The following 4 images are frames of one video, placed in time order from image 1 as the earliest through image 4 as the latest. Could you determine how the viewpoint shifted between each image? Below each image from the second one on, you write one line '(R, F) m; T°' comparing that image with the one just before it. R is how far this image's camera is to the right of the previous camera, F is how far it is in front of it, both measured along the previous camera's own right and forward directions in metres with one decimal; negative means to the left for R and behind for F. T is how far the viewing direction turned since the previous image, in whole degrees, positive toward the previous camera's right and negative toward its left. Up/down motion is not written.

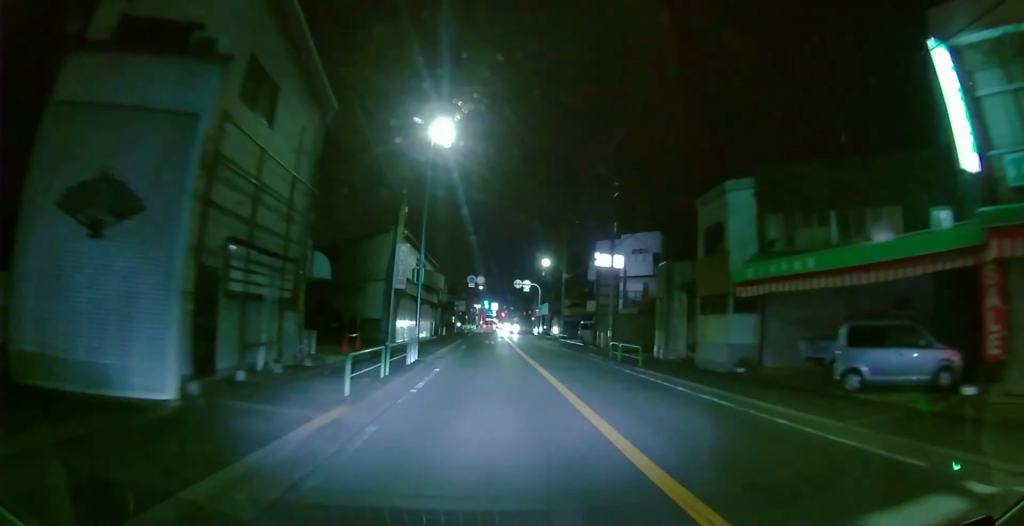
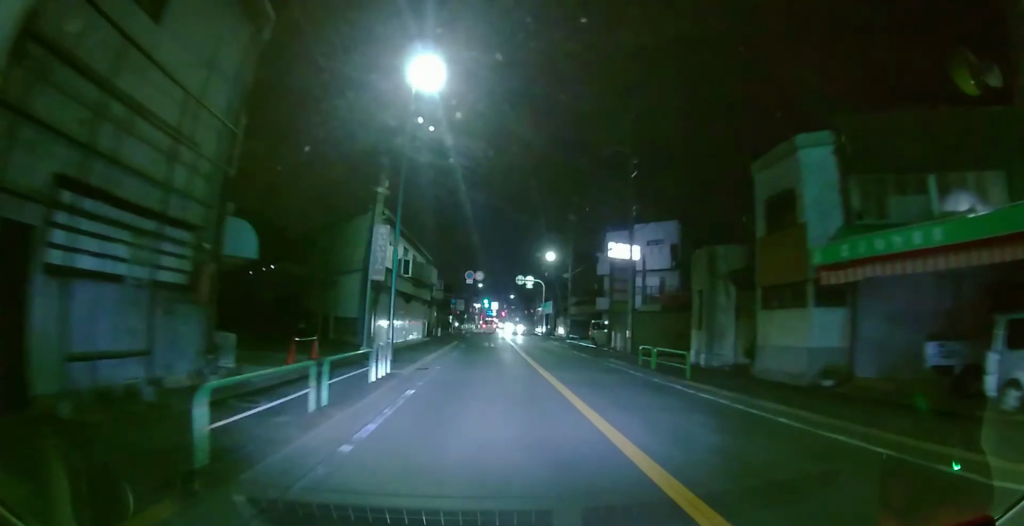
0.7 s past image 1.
(0.0, +4.7) m; 0°
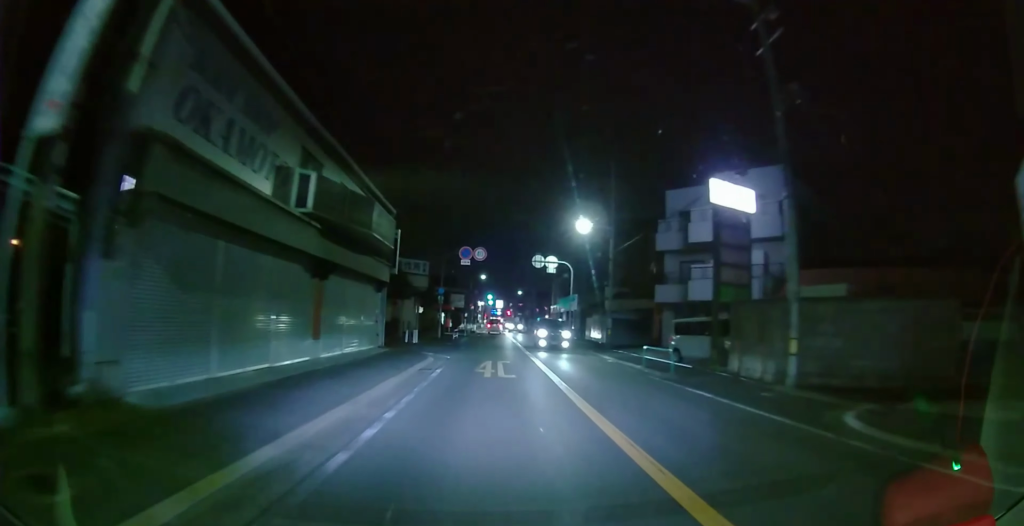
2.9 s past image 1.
(+0.1, +16.5) m; +1°
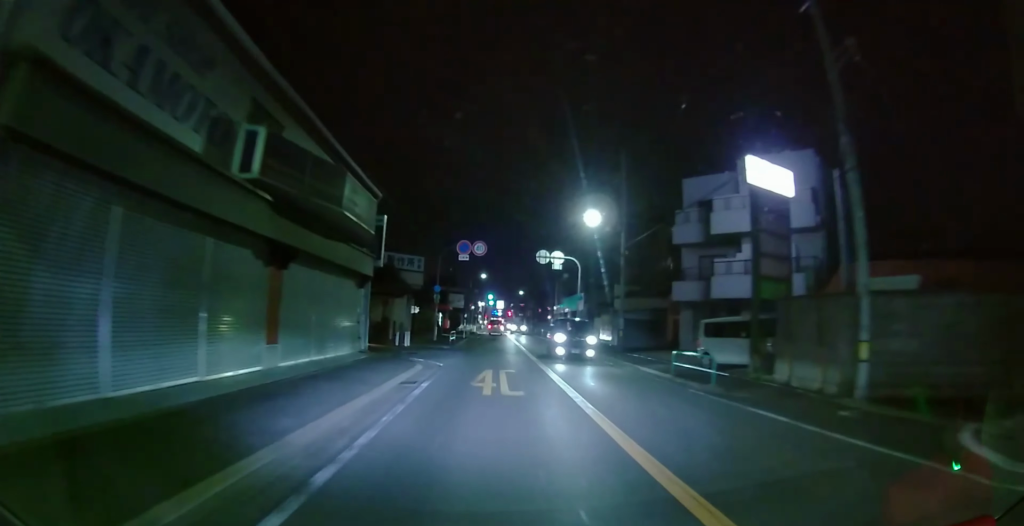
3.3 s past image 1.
(0.0, +3.2) m; 0°
